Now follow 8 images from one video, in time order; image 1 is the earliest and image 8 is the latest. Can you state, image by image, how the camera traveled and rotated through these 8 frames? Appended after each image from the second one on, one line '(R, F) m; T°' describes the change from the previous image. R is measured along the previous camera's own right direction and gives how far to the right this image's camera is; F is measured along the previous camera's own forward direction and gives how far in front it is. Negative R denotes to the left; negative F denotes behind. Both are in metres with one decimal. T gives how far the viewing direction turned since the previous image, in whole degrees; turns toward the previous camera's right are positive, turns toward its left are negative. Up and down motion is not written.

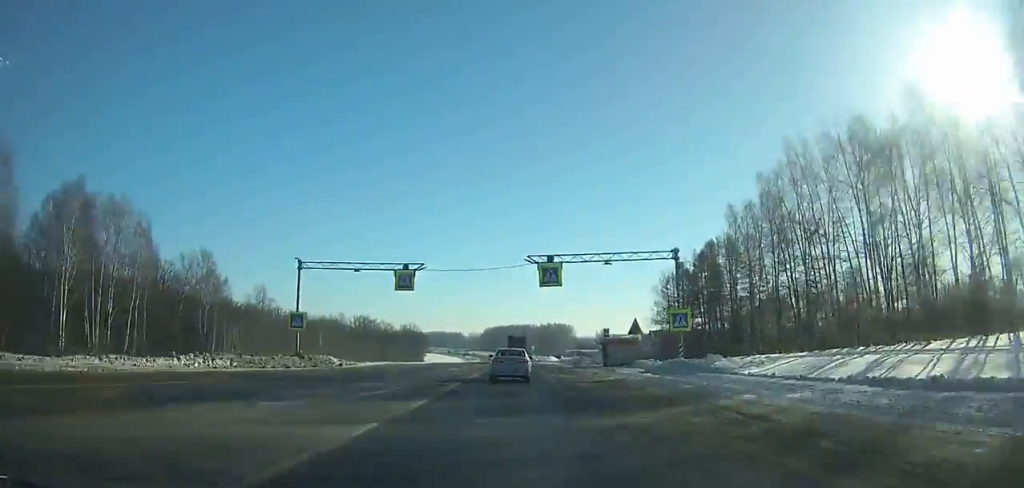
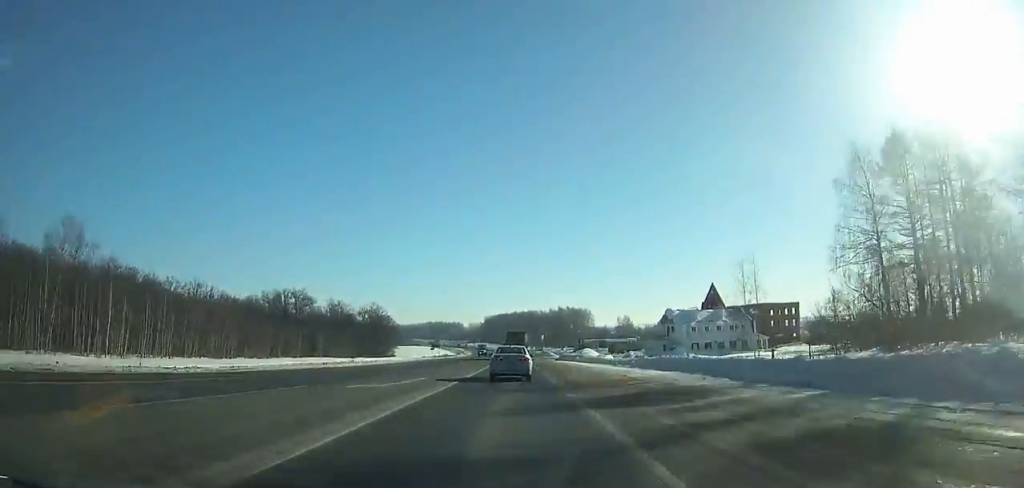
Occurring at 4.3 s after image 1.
(-0.6, +83.1) m; -1°
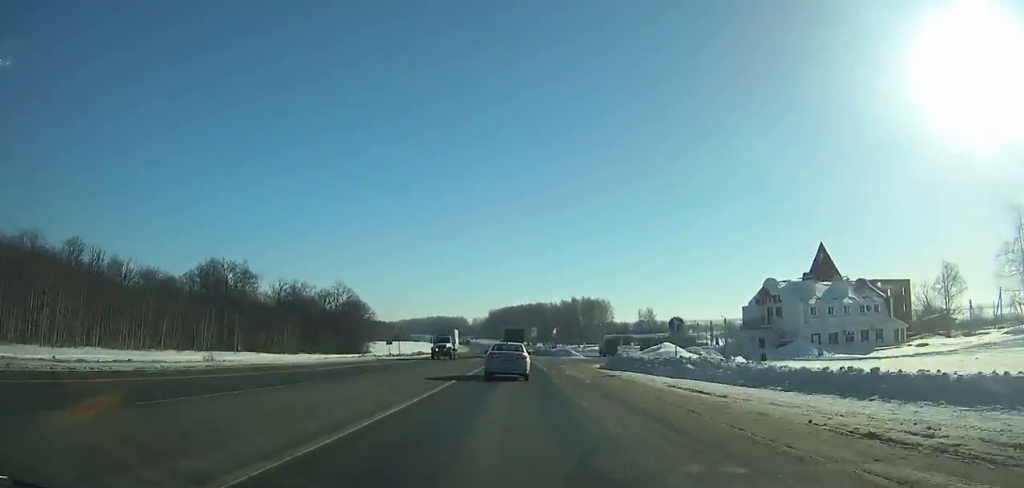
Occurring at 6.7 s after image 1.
(-0.2, +47.0) m; 0°
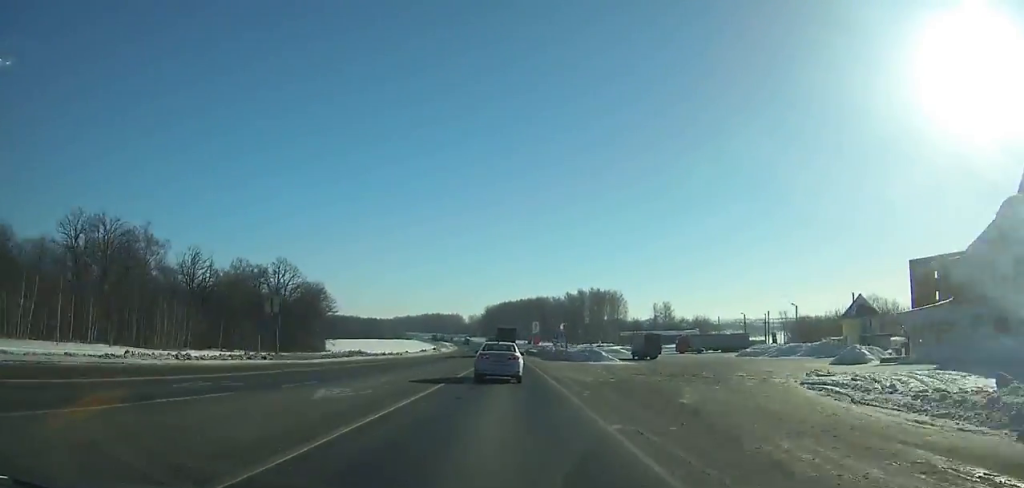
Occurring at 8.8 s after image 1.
(-0.1, +41.1) m; 0°
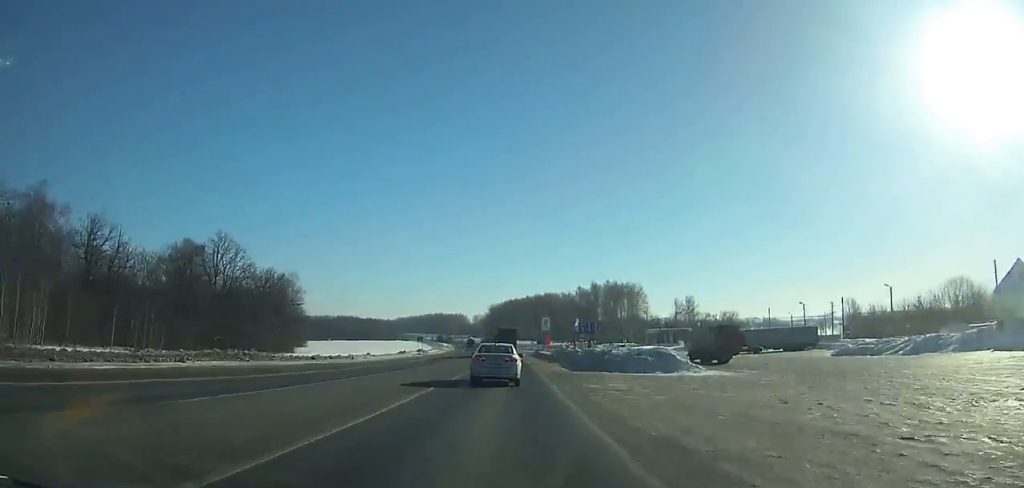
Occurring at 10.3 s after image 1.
(+0.1, +29.4) m; 0°
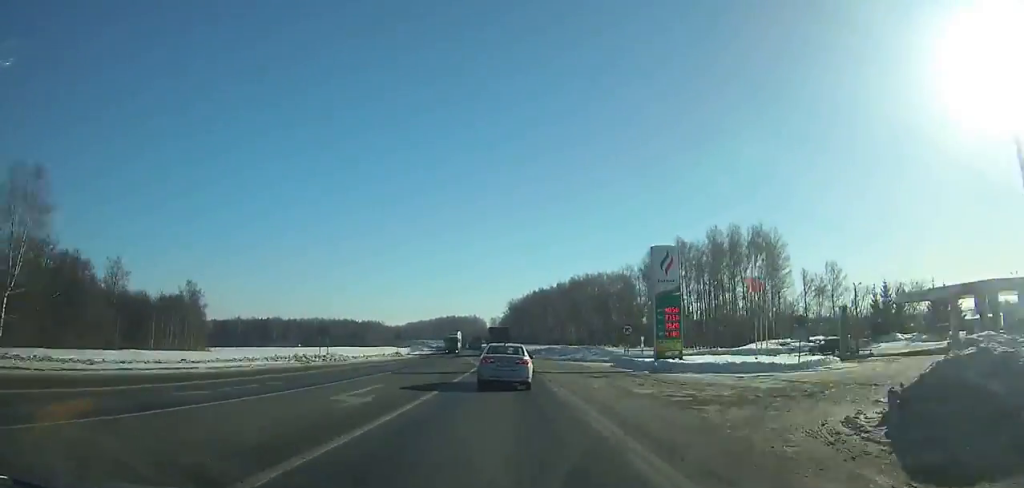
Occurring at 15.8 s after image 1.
(-1.8, +106.5) m; -3°
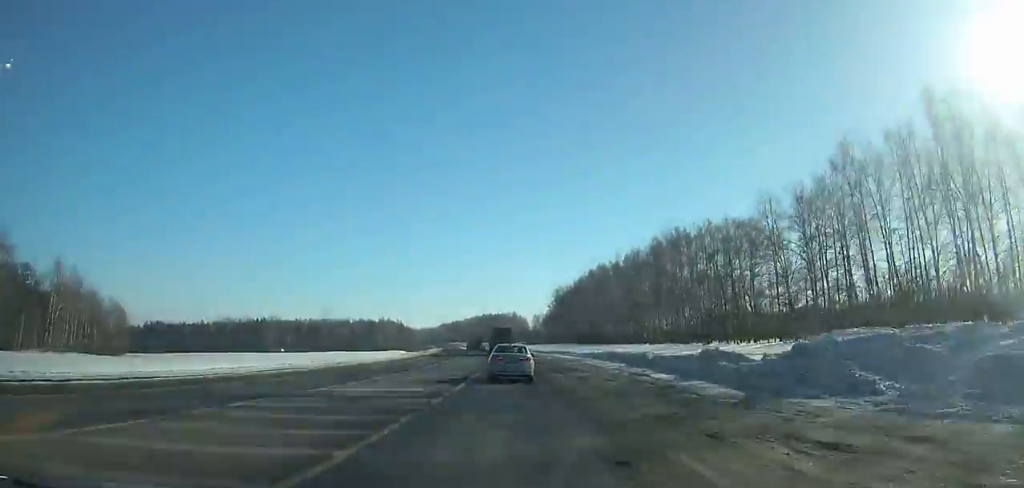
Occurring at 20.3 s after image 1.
(-3.1, +86.5) m; -4°
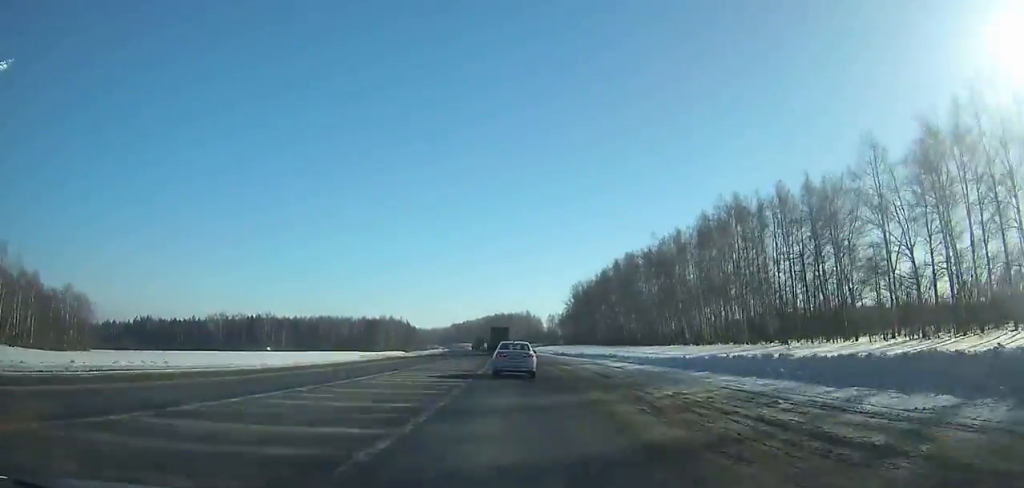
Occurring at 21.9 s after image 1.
(-0.1, +30.9) m; -2°
